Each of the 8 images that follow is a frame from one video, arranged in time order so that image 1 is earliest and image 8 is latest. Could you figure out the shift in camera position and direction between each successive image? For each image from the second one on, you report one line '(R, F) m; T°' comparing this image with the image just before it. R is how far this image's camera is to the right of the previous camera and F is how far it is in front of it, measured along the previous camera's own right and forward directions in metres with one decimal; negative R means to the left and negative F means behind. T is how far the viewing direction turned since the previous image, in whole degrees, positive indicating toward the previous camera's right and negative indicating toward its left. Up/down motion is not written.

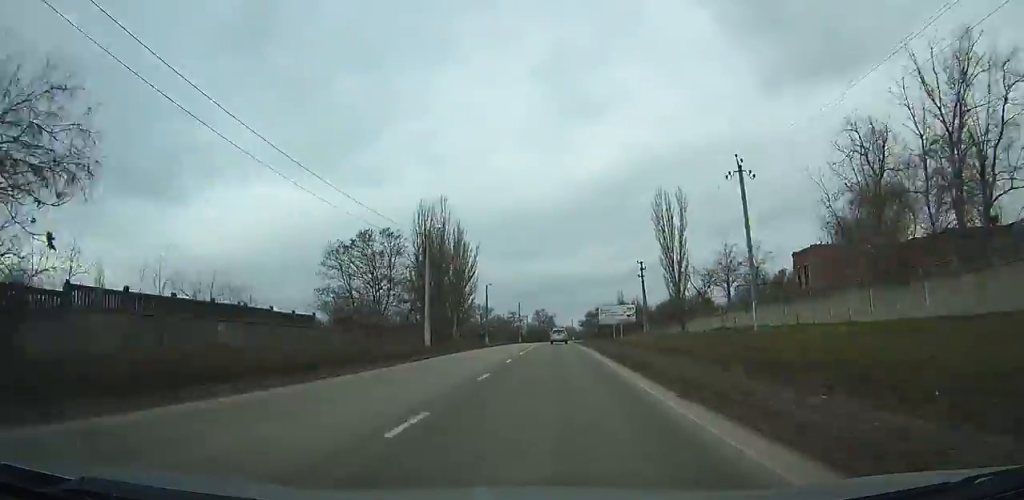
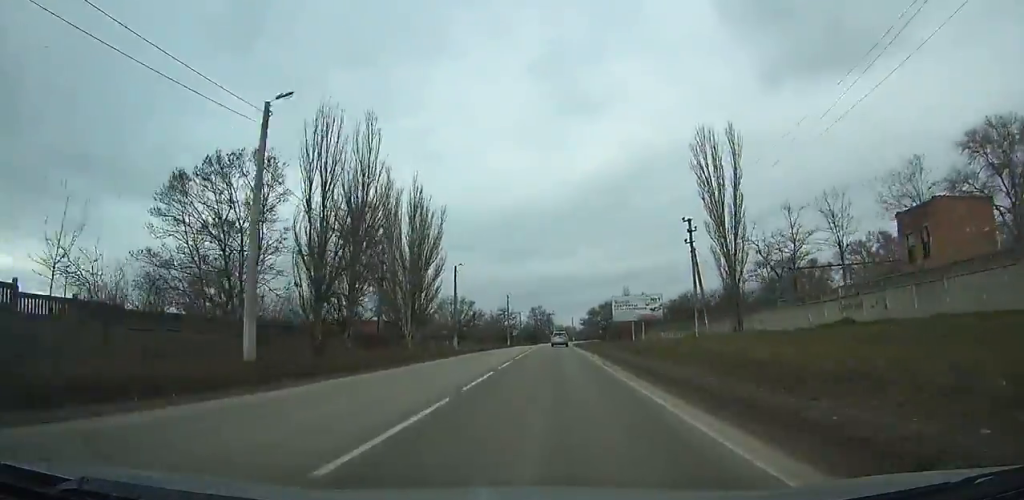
(0.0, +25.8) m; 0°
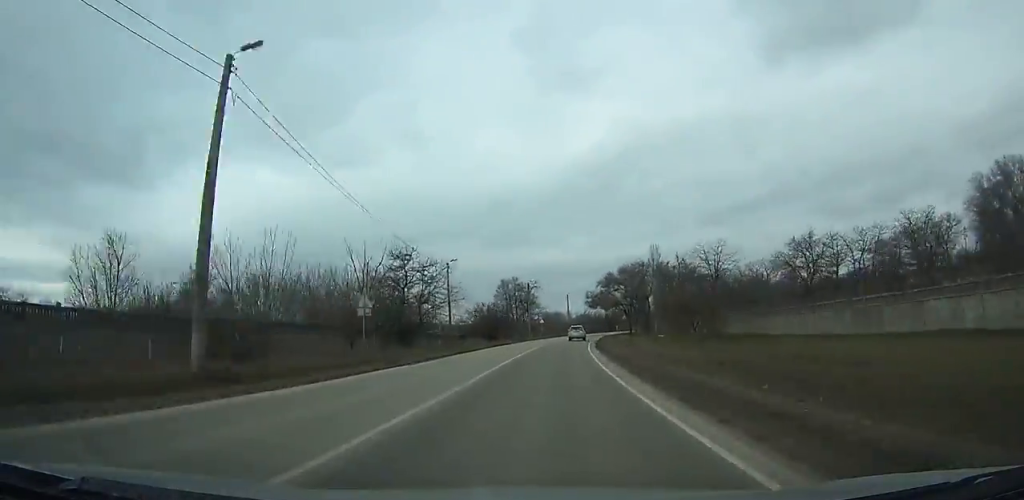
(+0.5, +86.5) m; +2°
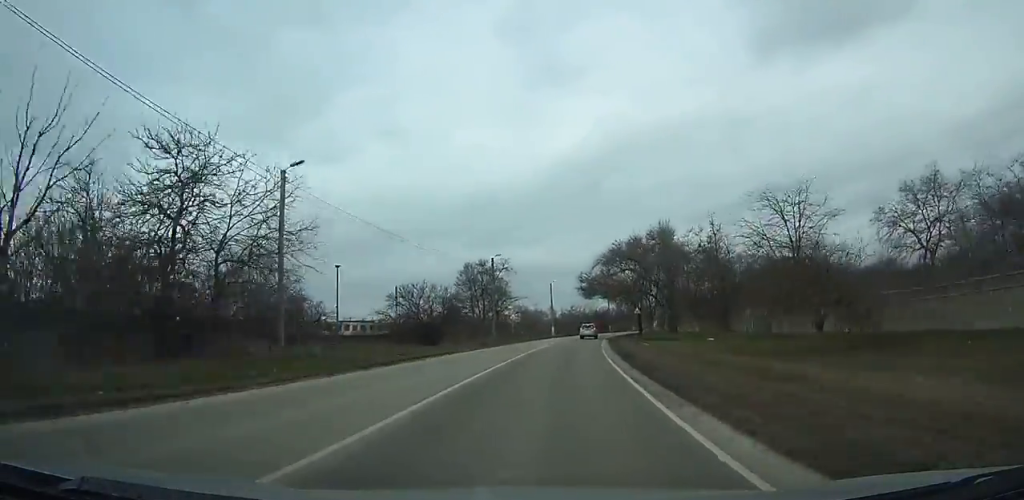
(+0.5, +31.9) m; +2°
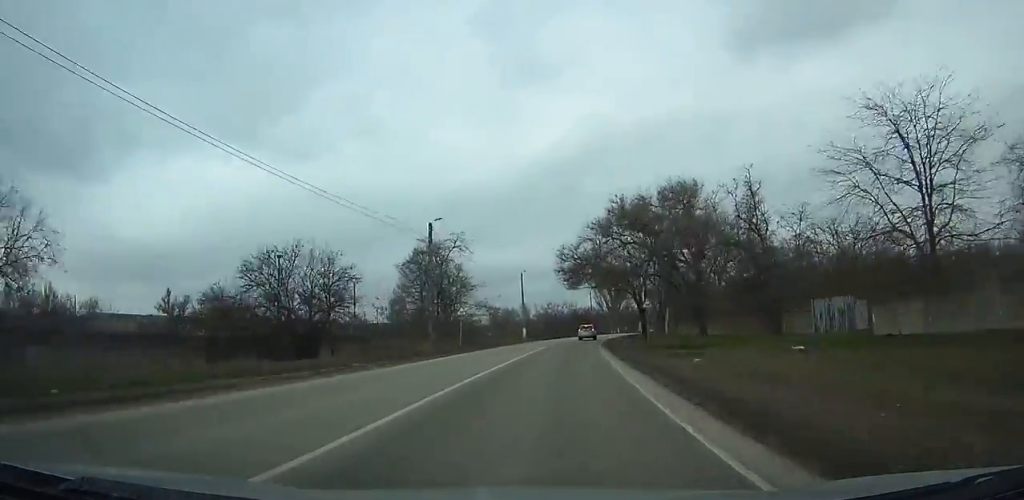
(+0.1, +21.1) m; +2°
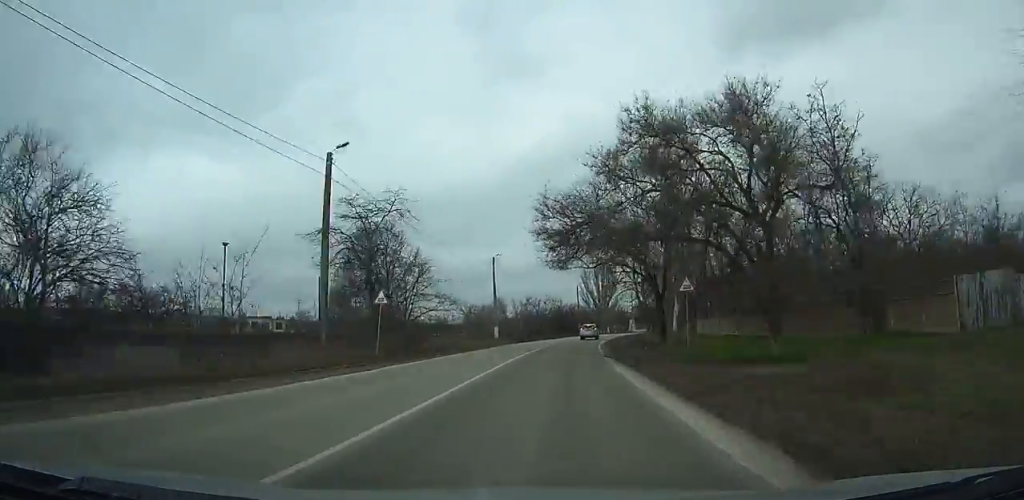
(+0.5, +16.5) m; +2°
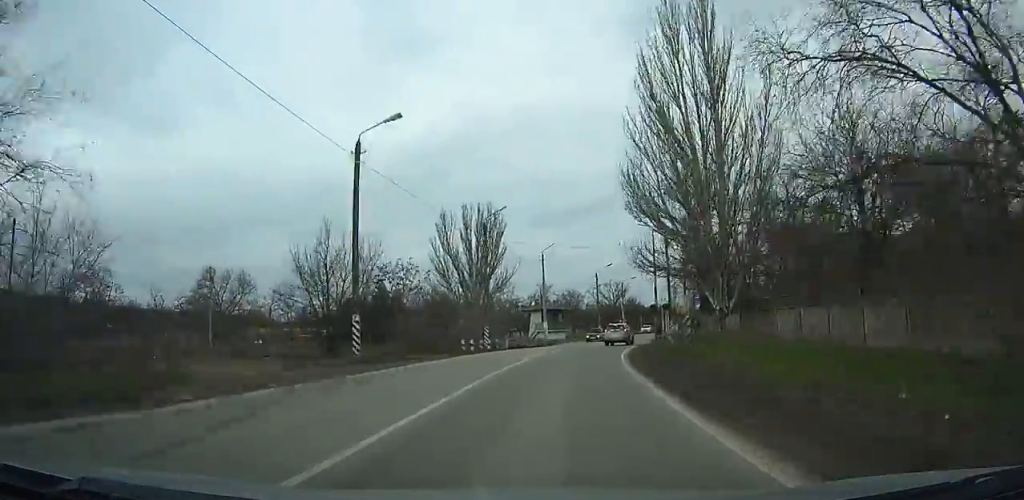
(+8.2, +78.5) m; +13°
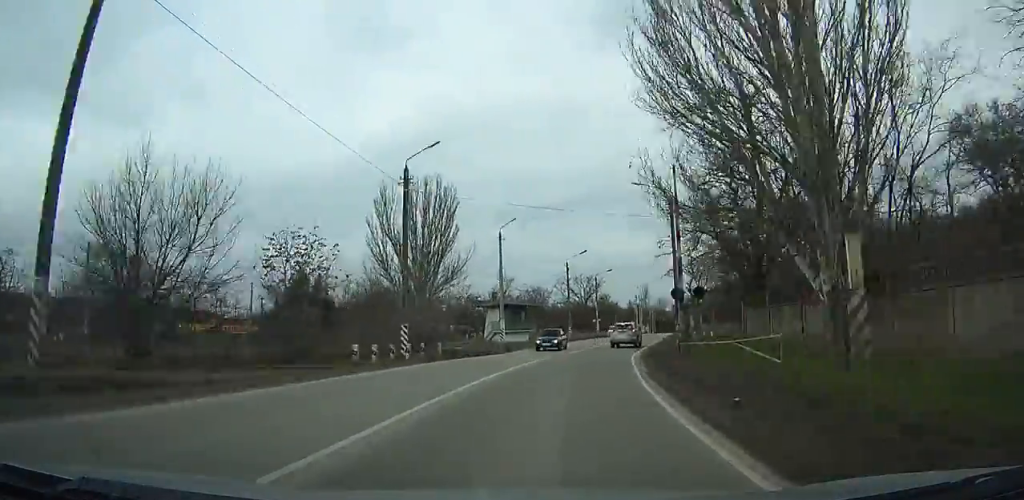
(+0.3, +13.5) m; +3°
